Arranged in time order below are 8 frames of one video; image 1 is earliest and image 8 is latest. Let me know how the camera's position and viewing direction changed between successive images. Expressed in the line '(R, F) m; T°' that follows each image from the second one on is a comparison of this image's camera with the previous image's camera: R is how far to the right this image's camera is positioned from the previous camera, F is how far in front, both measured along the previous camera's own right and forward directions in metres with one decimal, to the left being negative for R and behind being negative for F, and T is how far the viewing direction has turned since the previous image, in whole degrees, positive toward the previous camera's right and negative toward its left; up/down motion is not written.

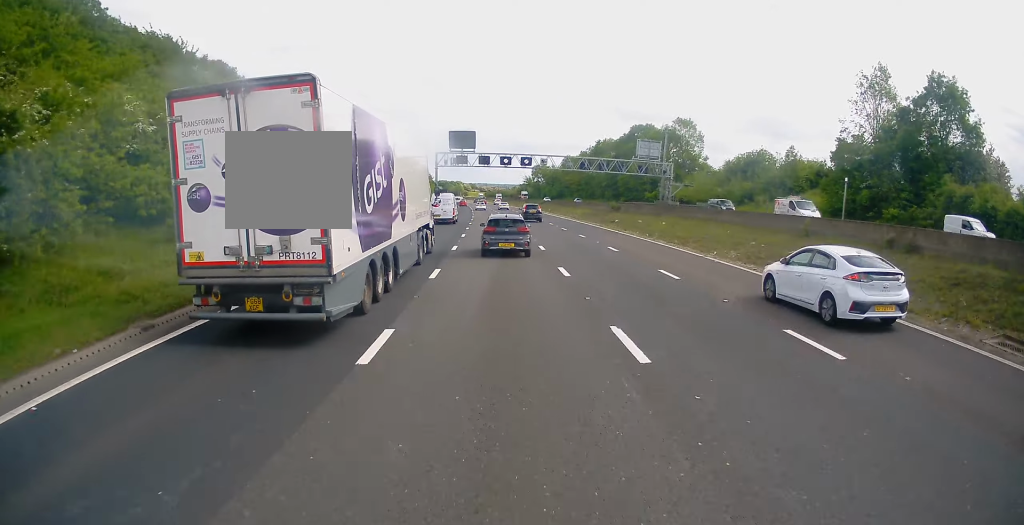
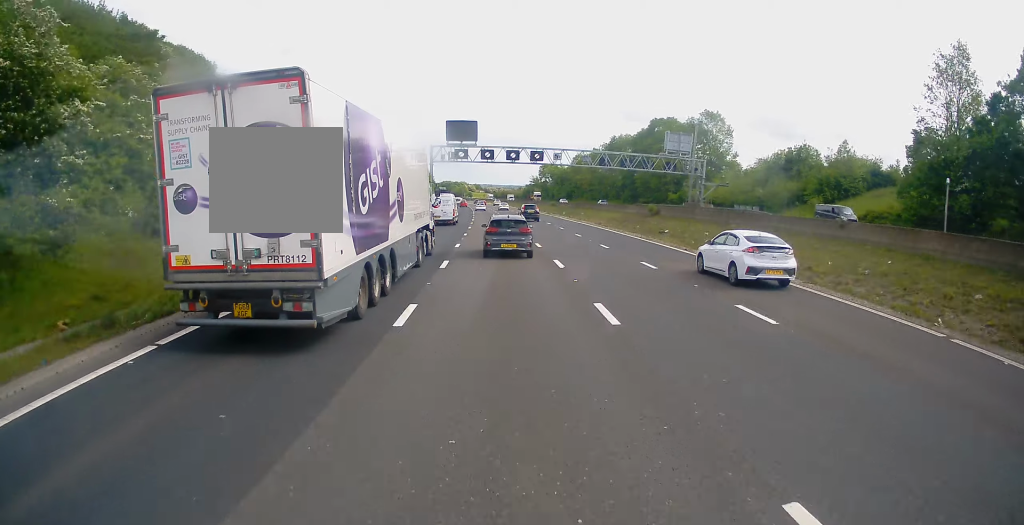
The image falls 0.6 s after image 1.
(0.0, +14.9) m; 0°
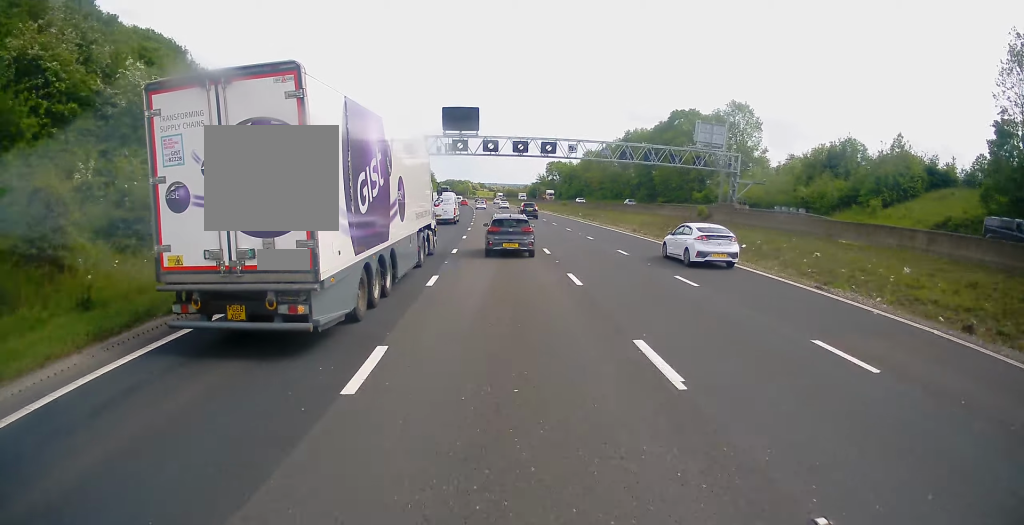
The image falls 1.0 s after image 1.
(0.0, +12.2) m; 0°
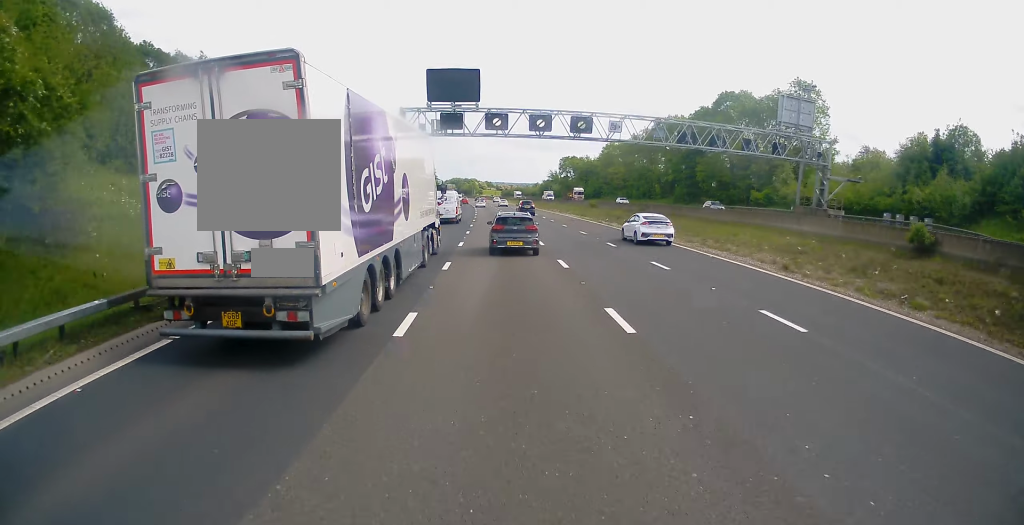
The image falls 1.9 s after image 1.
(+0.1, +22.6) m; -1°
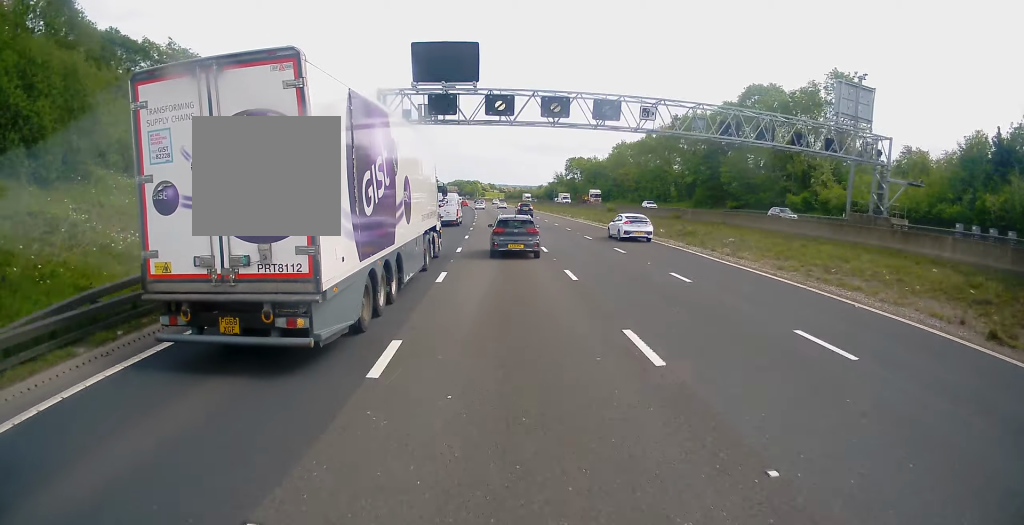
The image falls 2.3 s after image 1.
(-0.2, +10.4) m; 0°
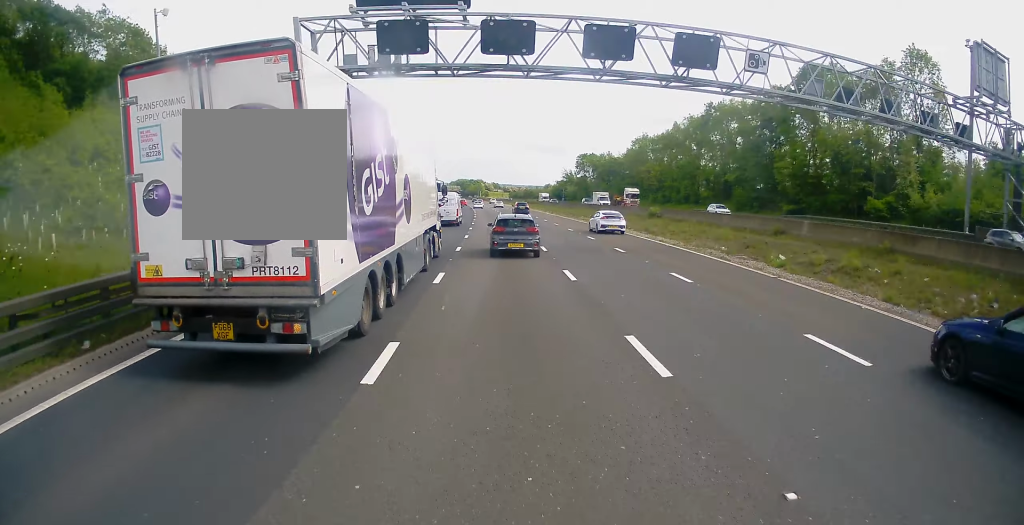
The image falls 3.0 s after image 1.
(-0.3, +17.3) m; -1°
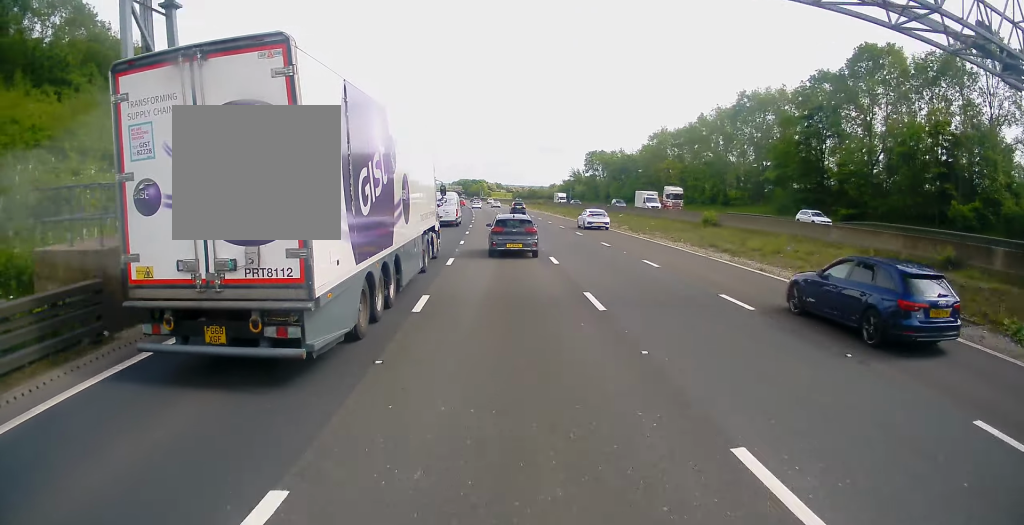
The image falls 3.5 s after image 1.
(+0.1, +13.1) m; 0°
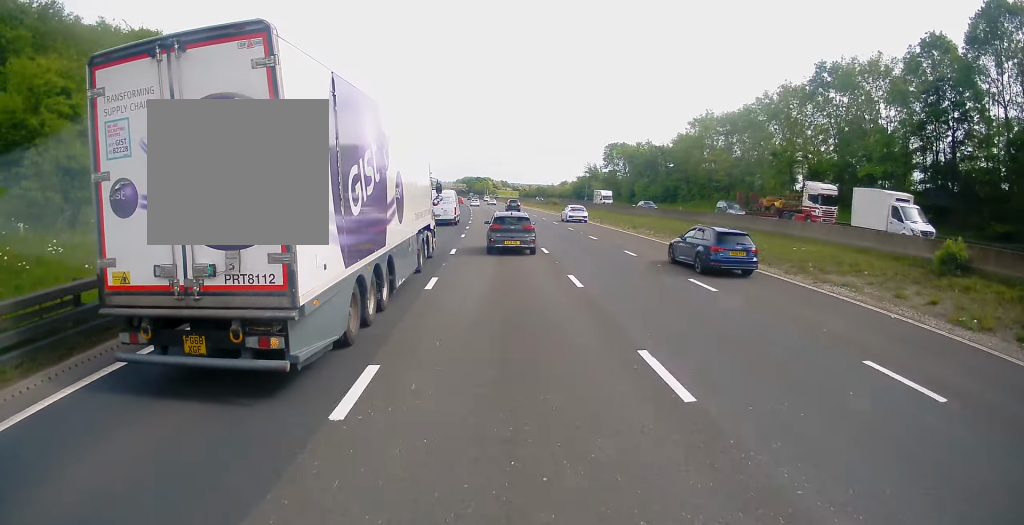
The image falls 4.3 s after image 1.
(0.0, +22.4) m; 0°
